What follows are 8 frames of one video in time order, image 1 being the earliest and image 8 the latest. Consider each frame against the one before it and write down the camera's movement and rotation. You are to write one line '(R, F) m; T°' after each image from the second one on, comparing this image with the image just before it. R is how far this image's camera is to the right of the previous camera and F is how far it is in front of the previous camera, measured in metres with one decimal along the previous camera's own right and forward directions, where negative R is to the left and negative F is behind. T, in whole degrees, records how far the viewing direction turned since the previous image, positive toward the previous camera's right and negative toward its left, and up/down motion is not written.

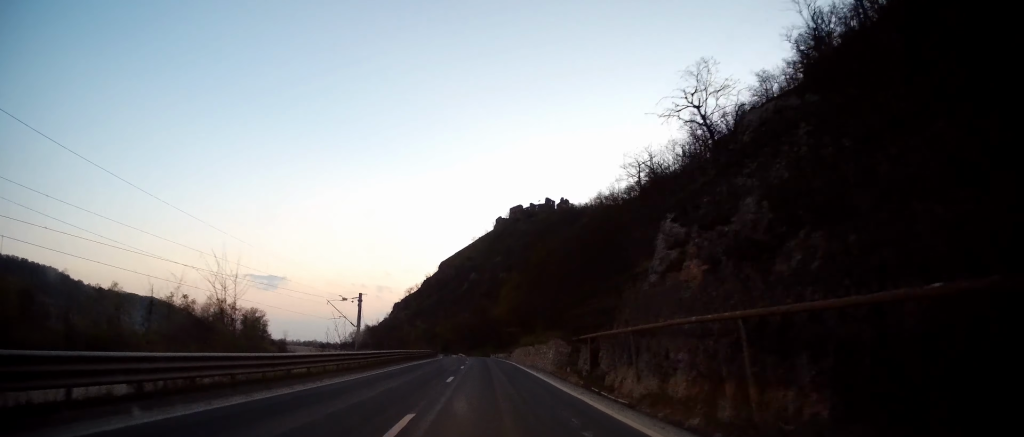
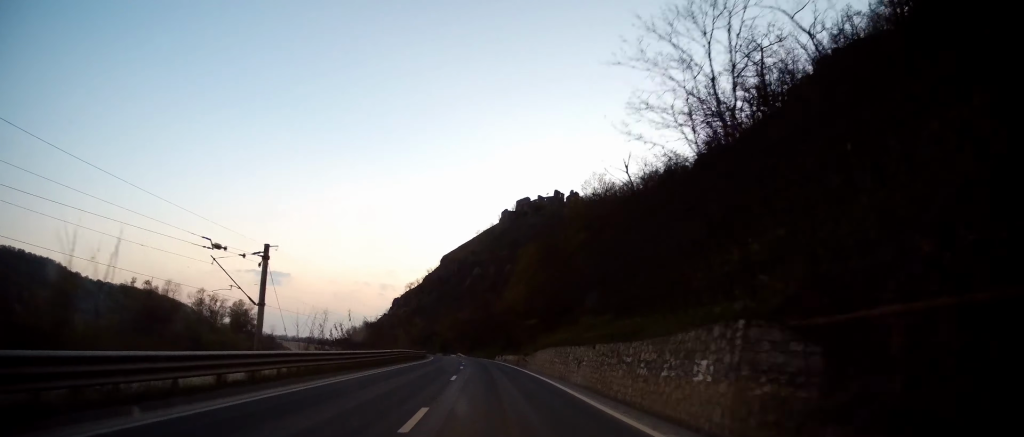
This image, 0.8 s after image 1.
(+0.2, +23.0) m; 0°
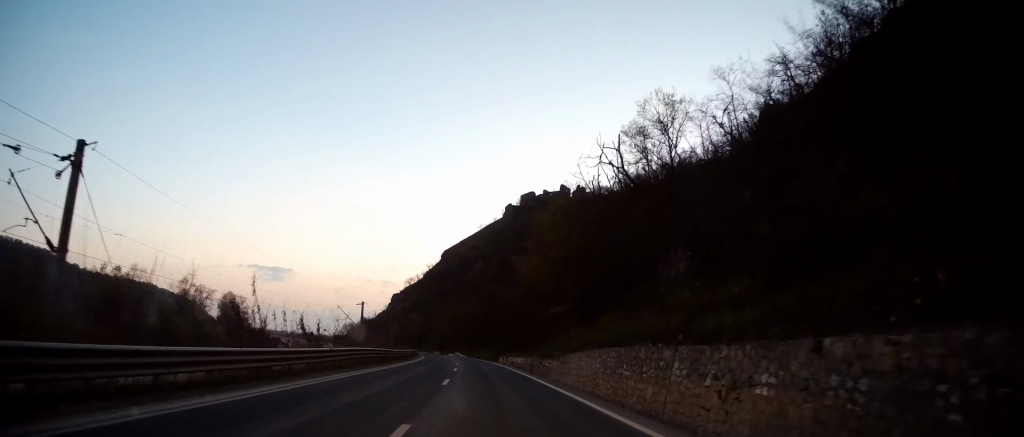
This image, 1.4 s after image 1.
(+0.1, +14.7) m; -1°
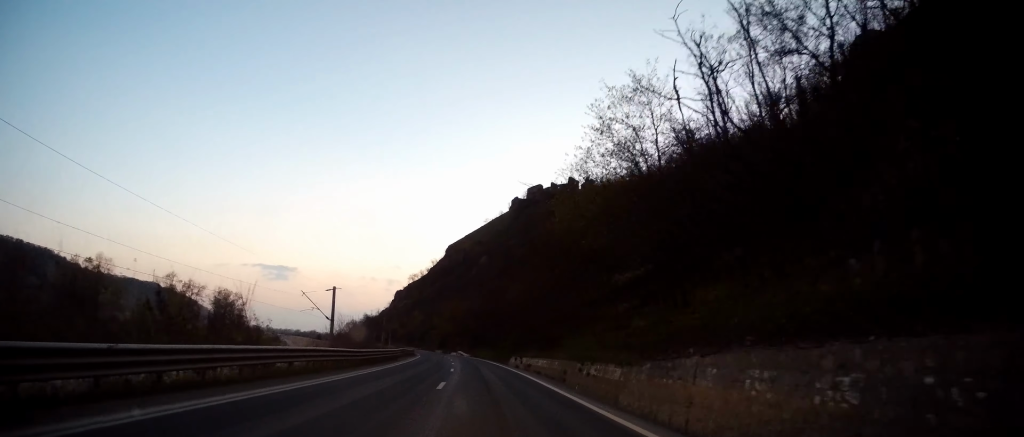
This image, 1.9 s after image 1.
(-0.2, +13.7) m; -1°
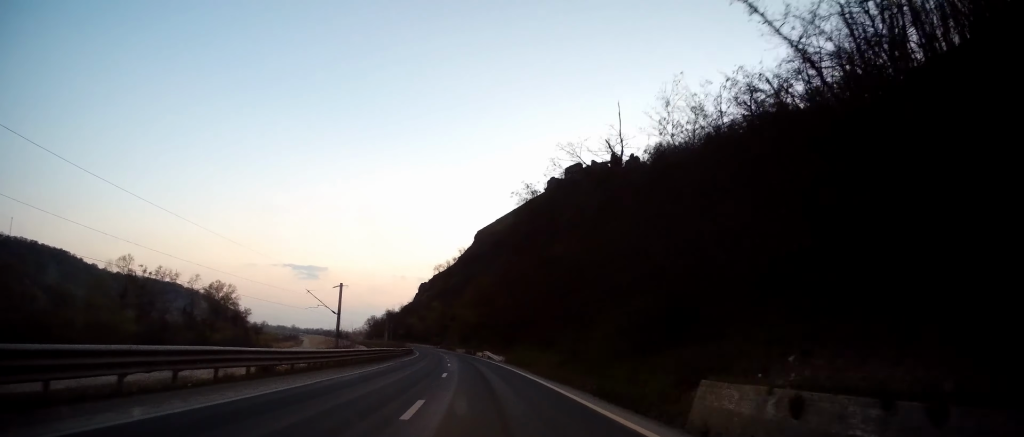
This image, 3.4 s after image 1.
(-0.5, +43.2) m; -2°
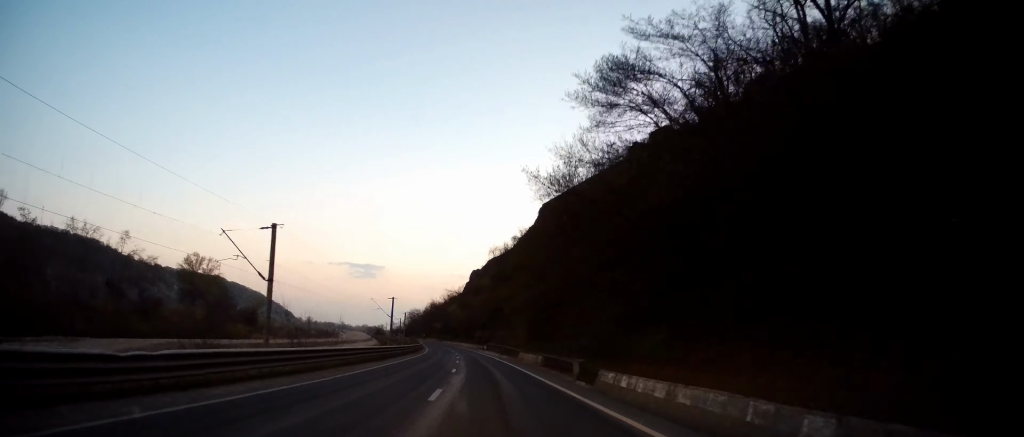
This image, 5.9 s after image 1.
(-4.5, +69.2) m; -7°
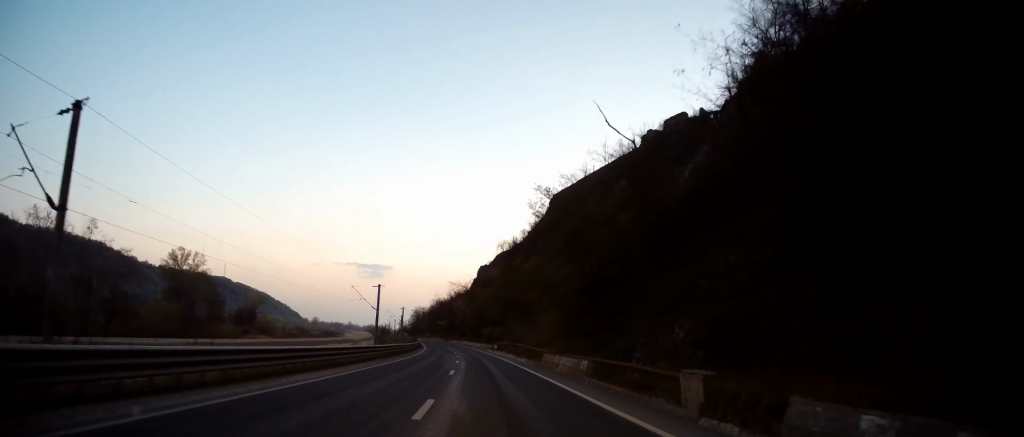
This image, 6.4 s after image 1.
(+0.2, +15.2) m; -1°
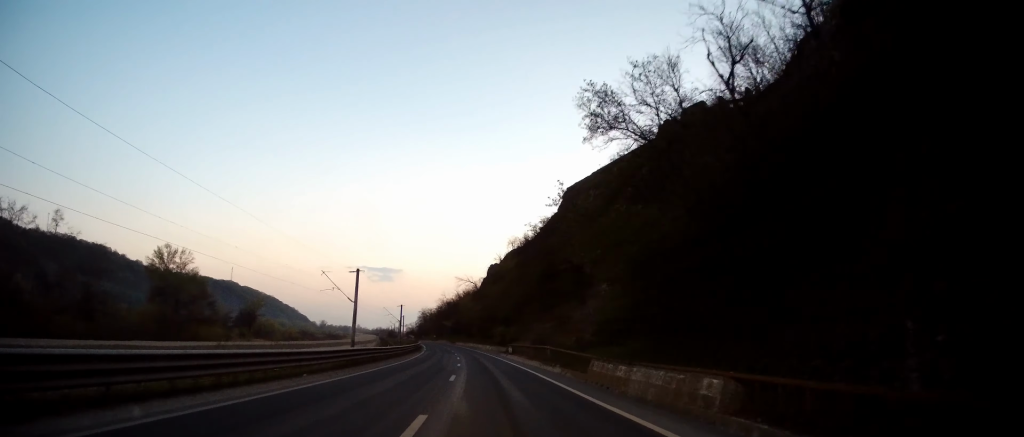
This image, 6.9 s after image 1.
(-0.4, +14.3) m; -1°
